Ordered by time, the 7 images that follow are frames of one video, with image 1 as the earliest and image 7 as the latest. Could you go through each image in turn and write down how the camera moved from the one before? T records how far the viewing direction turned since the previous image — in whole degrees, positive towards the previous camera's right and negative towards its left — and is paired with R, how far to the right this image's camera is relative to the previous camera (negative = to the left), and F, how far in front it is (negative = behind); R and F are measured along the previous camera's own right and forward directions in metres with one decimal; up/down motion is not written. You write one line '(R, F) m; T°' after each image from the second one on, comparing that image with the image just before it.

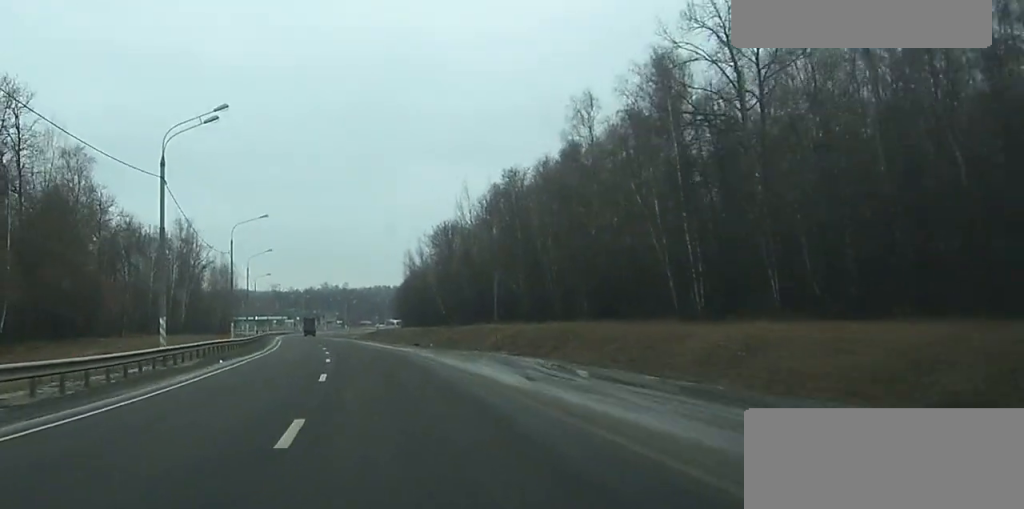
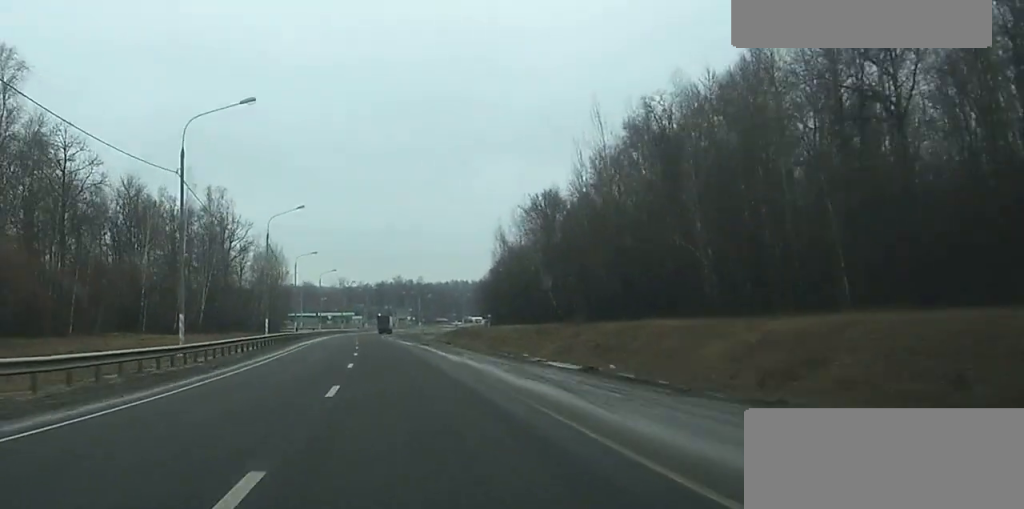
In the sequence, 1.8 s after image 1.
(-1.8, +42.0) m; -5°
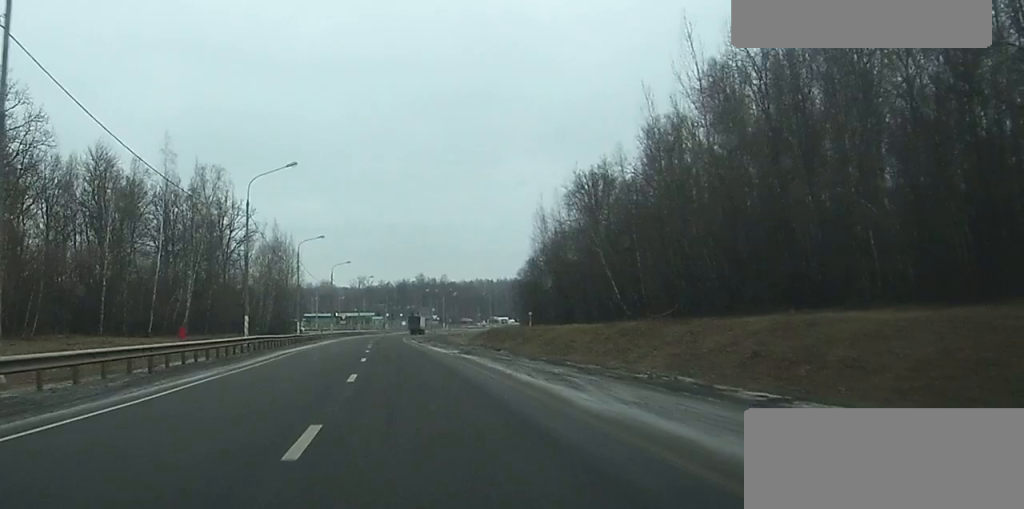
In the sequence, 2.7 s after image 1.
(-0.3, +21.2) m; -2°
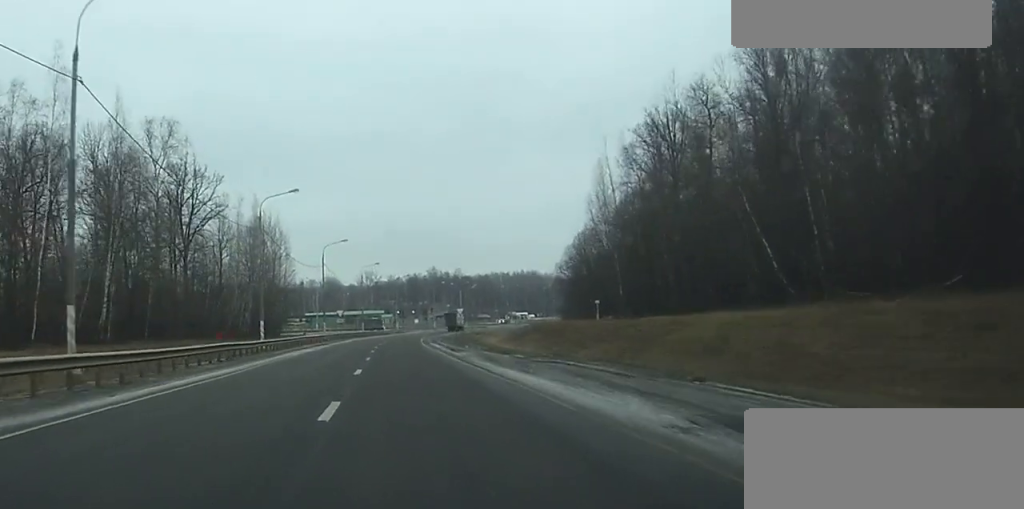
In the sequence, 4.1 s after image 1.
(-0.7, +33.9) m; -2°
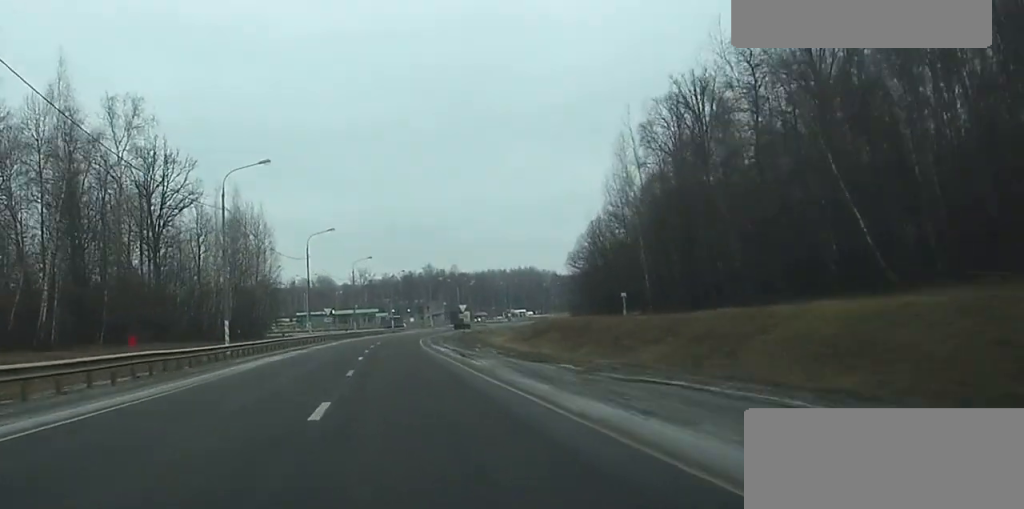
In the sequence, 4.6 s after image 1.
(0.0, +11.8) m; 0°
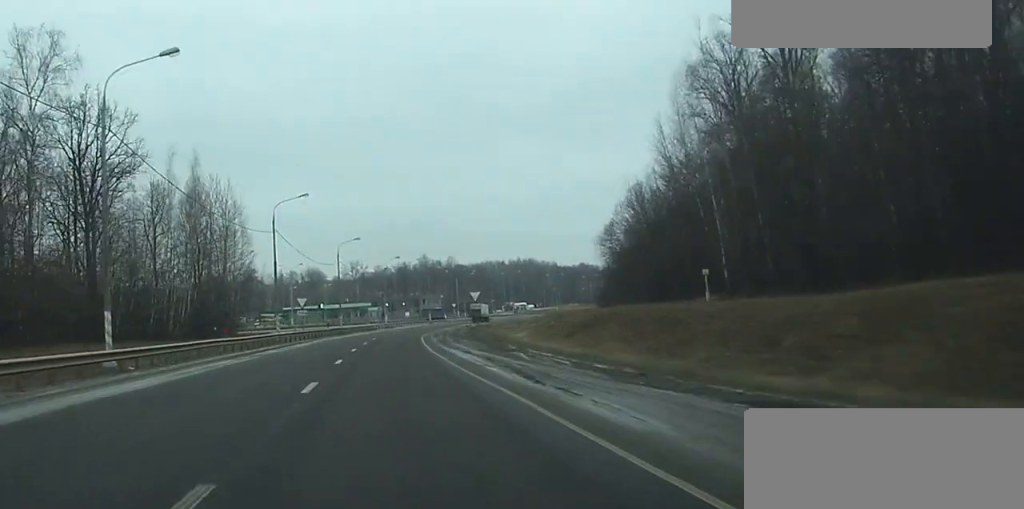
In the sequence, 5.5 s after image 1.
(0.0, +21.1) m; 0°
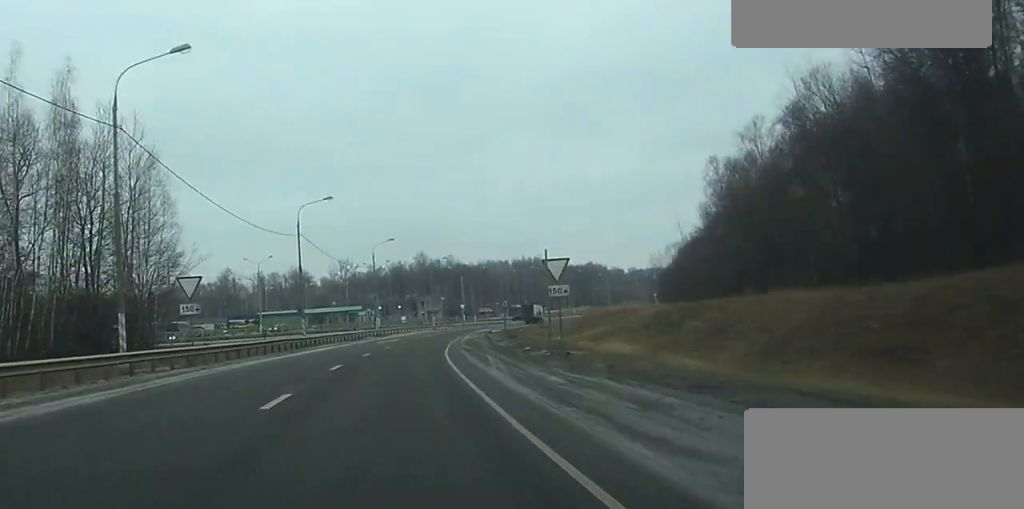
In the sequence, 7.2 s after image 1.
(0.0, +39.2) m; 0°
